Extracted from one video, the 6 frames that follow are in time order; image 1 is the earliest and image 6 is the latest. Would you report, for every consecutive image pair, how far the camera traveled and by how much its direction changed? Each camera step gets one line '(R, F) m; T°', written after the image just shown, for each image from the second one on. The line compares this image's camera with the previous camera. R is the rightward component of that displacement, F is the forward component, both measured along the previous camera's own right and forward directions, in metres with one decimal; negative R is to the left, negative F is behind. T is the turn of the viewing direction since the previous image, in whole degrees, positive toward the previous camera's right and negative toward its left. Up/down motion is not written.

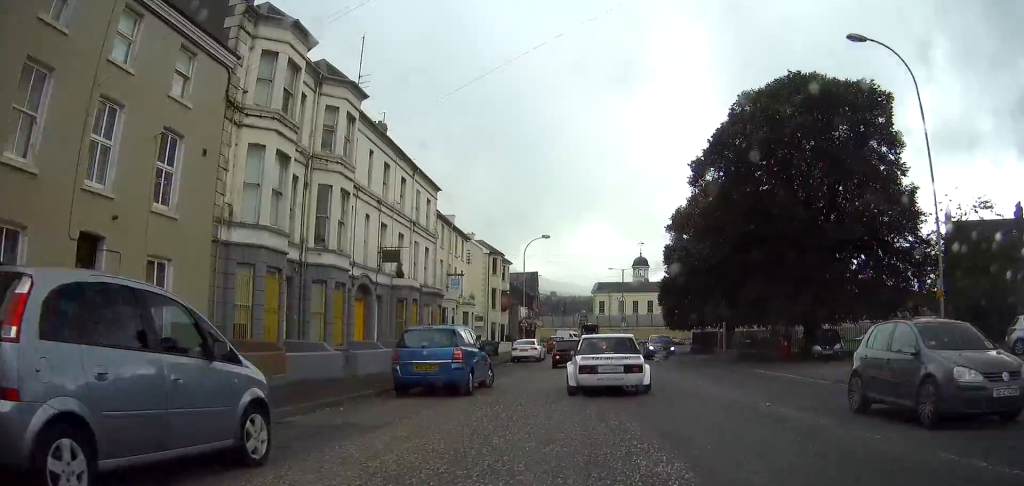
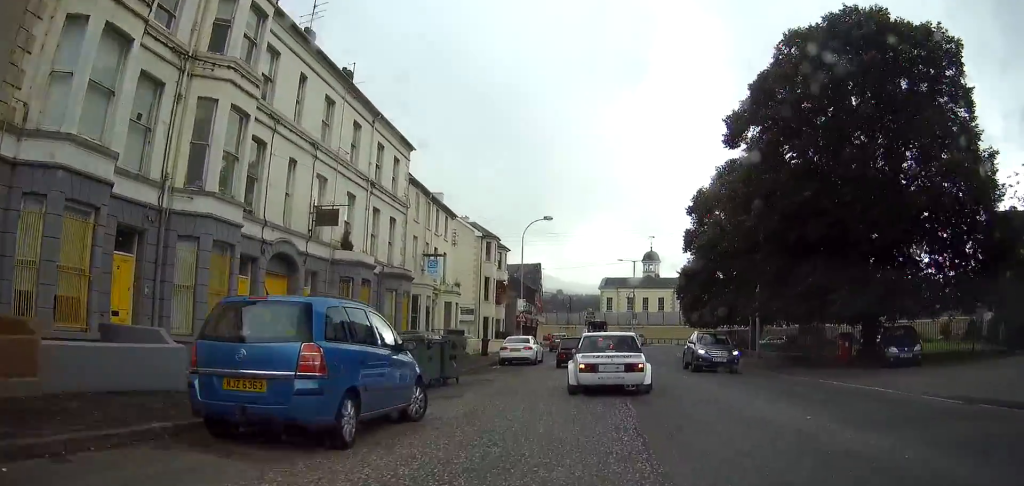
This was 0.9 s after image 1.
(-0.1, +8.2) m; 0°
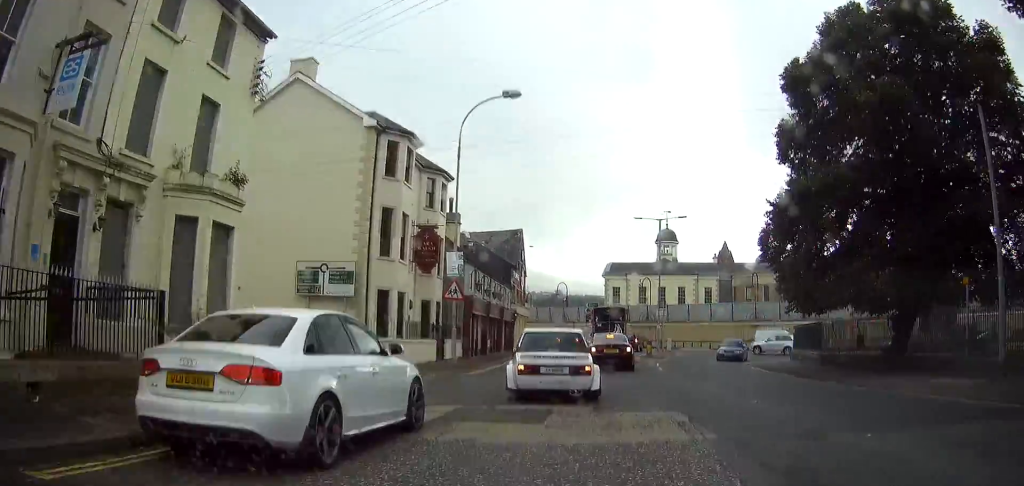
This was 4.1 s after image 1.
(0.0, +26.6) m; -2°
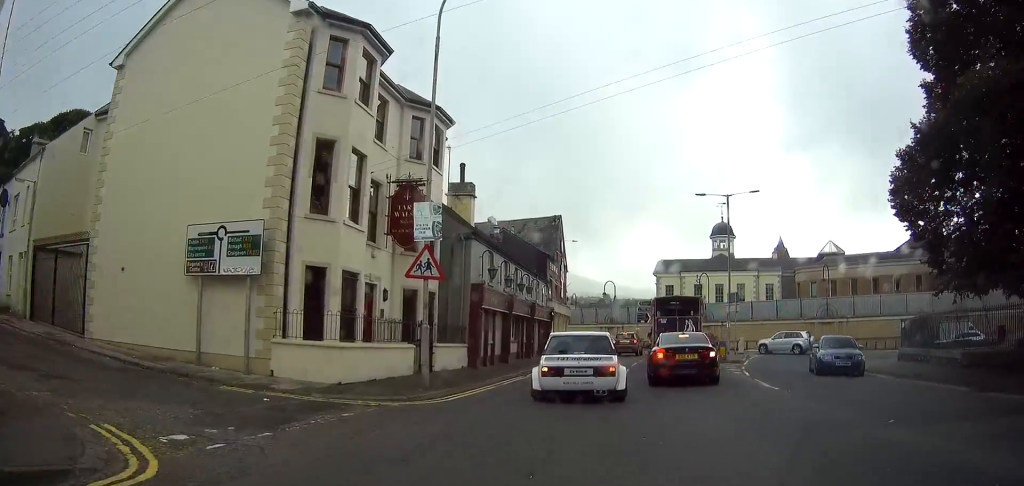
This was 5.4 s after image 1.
(-0.2, +10.6) m; -6°
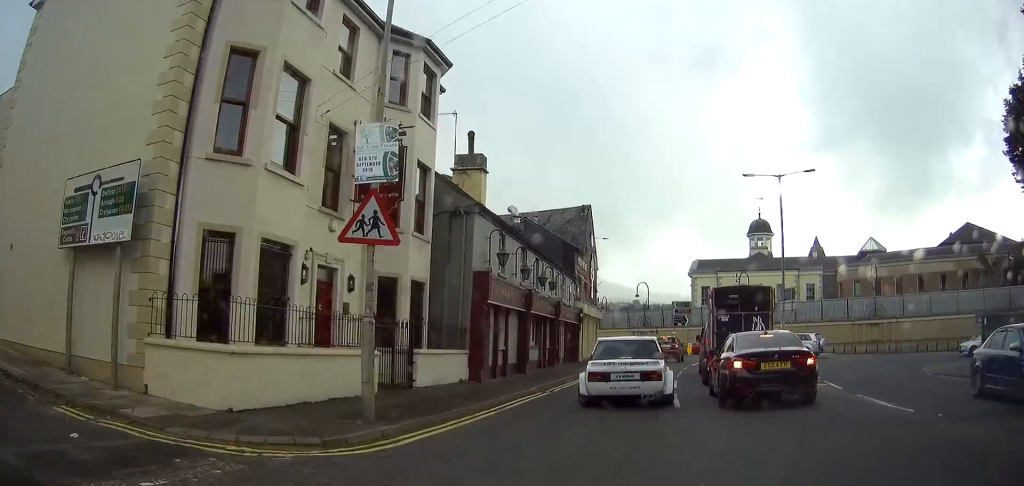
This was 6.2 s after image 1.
(-0.5, +5.8) m; -3°
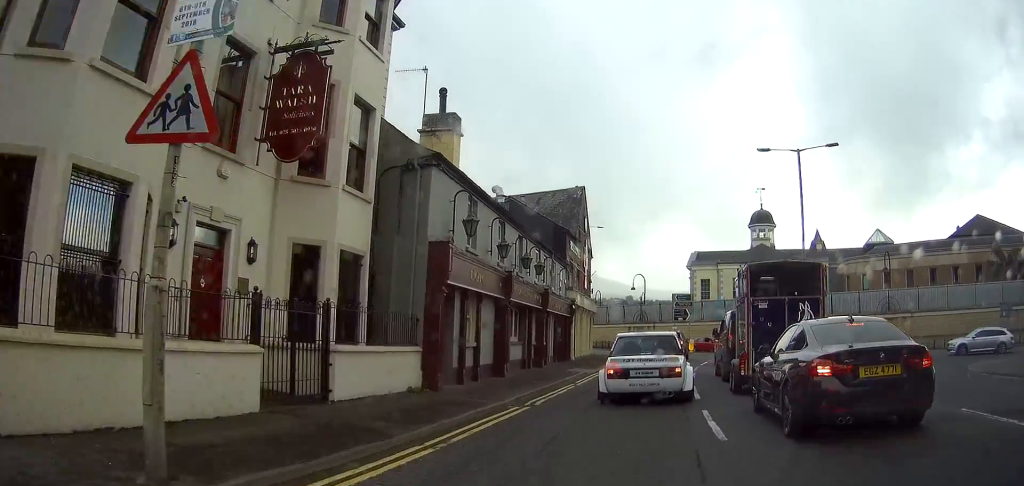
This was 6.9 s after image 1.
(0.0, +4.6) m; 0°
